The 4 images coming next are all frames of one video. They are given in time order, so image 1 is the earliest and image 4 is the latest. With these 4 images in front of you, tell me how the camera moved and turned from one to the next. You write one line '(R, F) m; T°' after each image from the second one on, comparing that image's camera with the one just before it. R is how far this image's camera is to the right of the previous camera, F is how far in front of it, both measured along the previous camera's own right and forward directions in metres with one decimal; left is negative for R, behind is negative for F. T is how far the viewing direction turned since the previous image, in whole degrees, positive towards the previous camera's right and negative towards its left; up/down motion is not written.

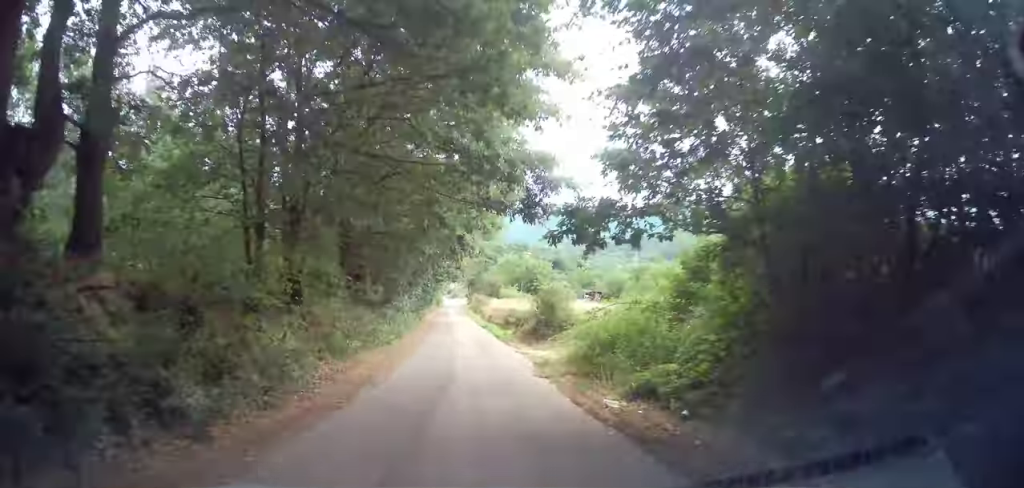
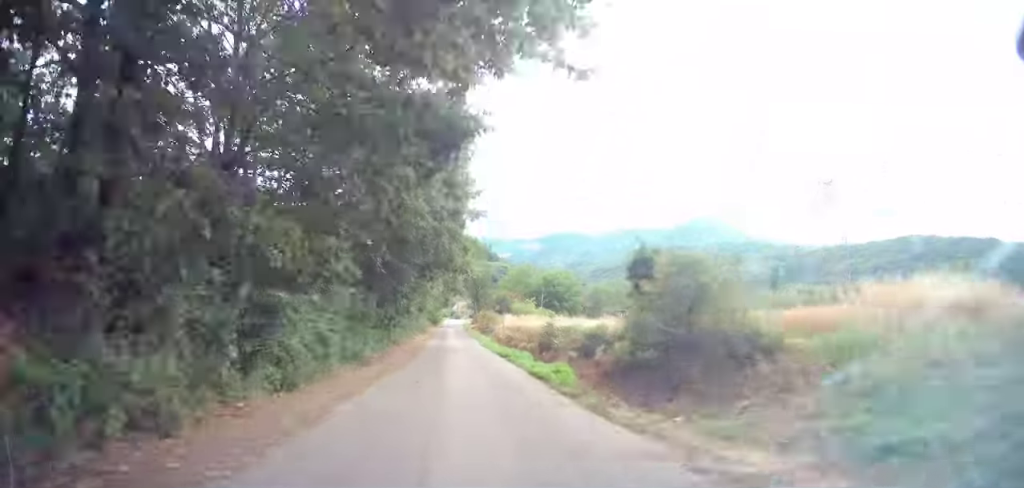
(+0.1, +15.4) m; 0°
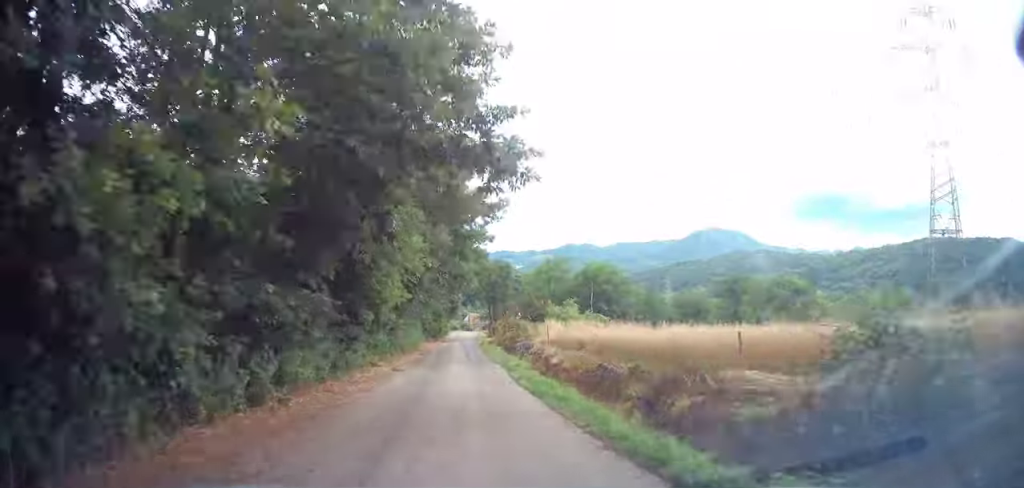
(-0.1, +17.8) m; -2°
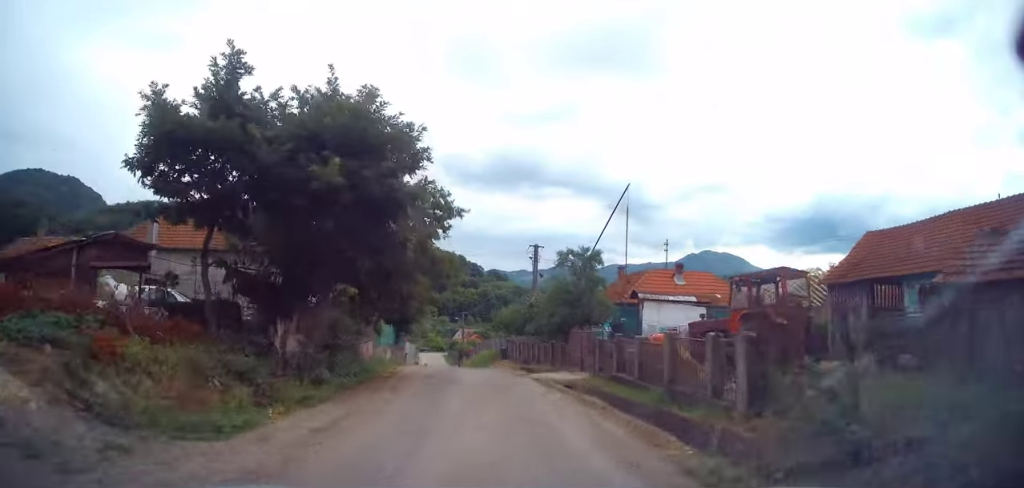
(-1.2, +66.9) m; 0°
